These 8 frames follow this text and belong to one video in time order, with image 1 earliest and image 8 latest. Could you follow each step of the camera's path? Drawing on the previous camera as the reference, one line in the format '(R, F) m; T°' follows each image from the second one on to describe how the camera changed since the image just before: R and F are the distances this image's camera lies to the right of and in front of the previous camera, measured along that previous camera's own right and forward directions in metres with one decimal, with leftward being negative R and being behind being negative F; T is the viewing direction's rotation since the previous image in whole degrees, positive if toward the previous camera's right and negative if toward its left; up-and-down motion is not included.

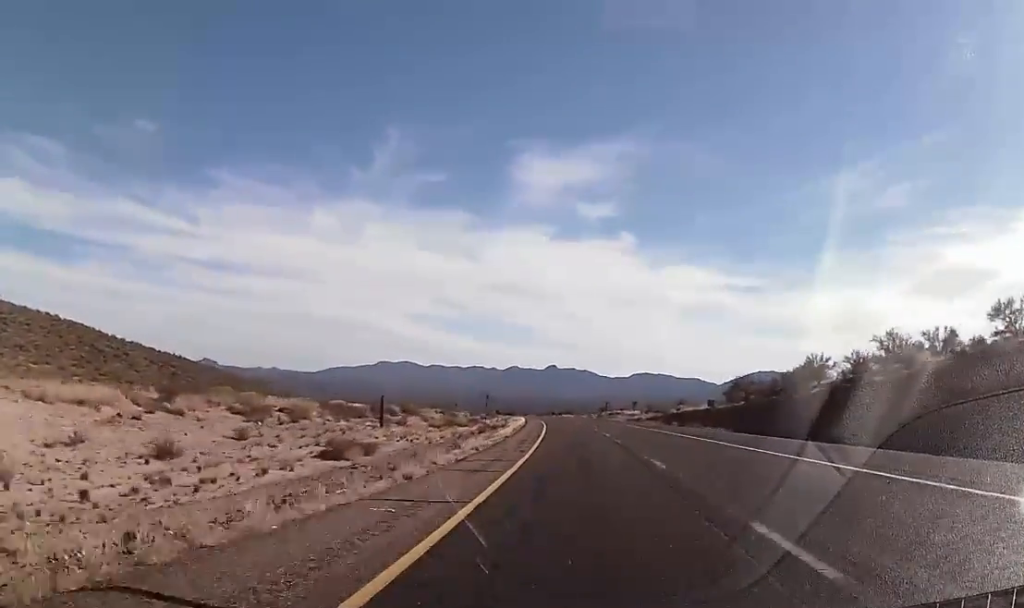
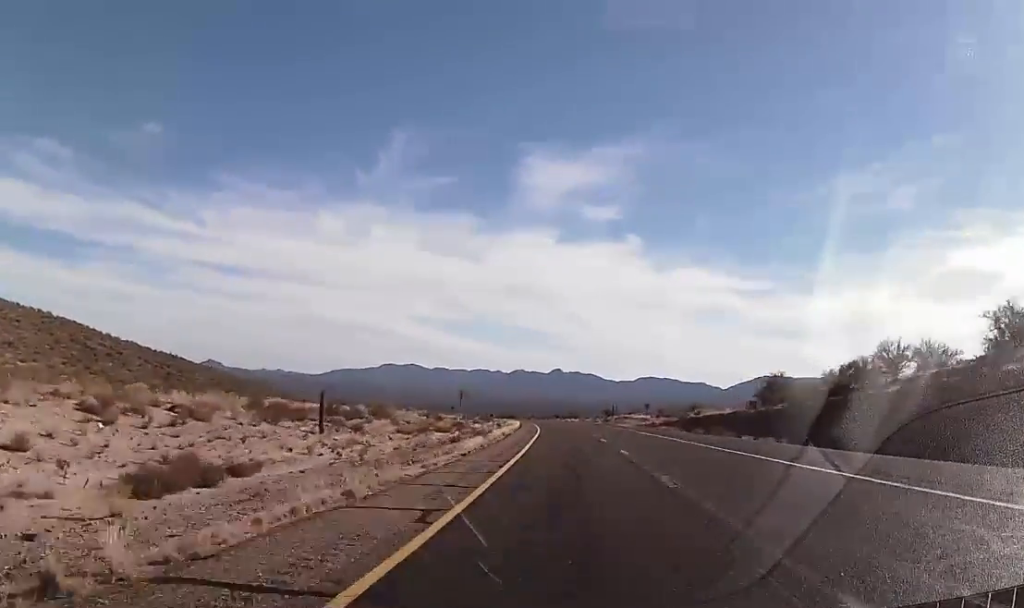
(-0.1, +16.0) m; 0°
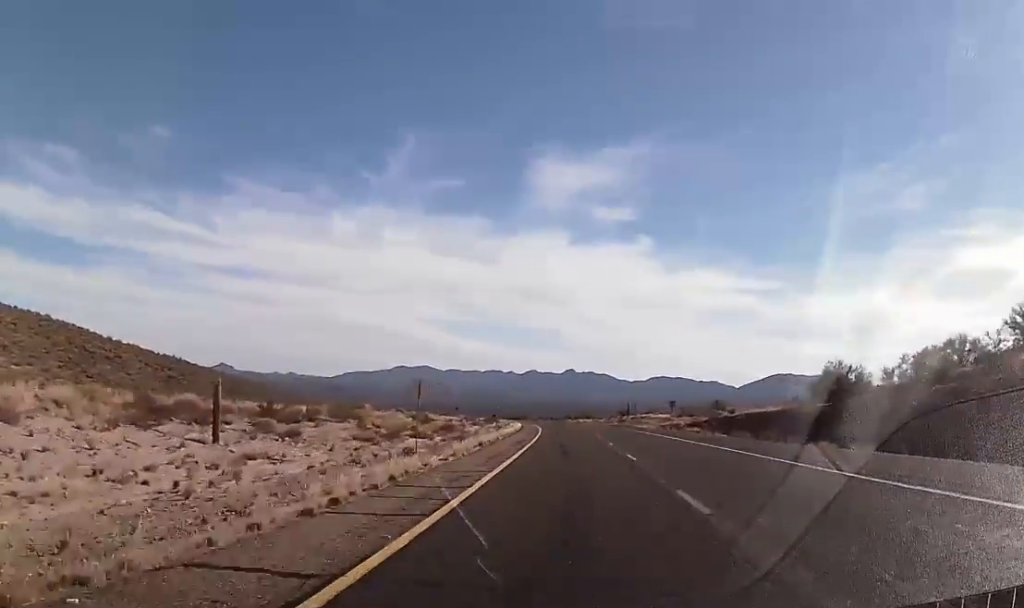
(+0.2, +16.0) m; 0°
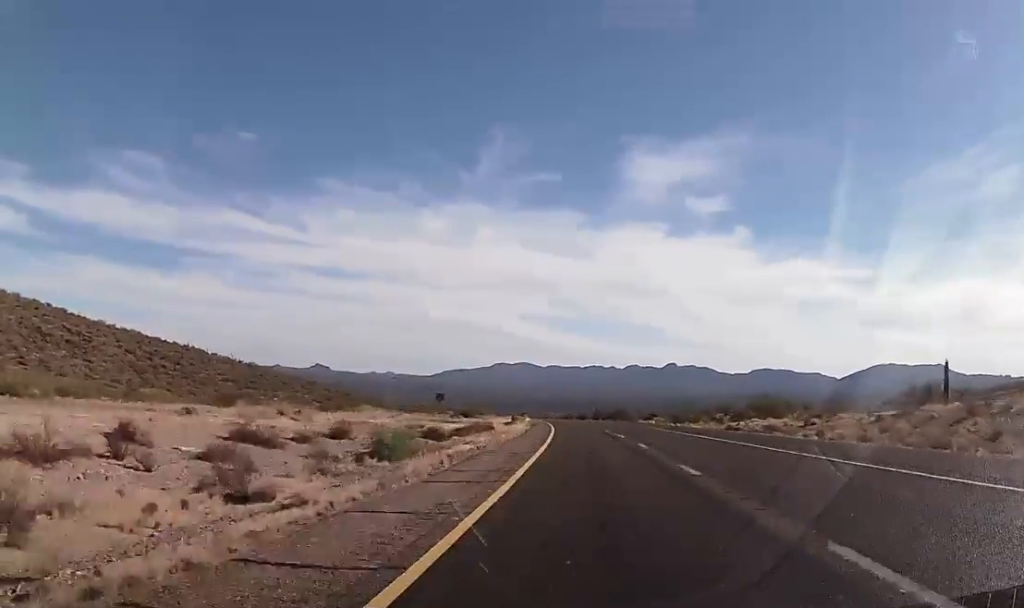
(-8.6, +137.7) m; -8°
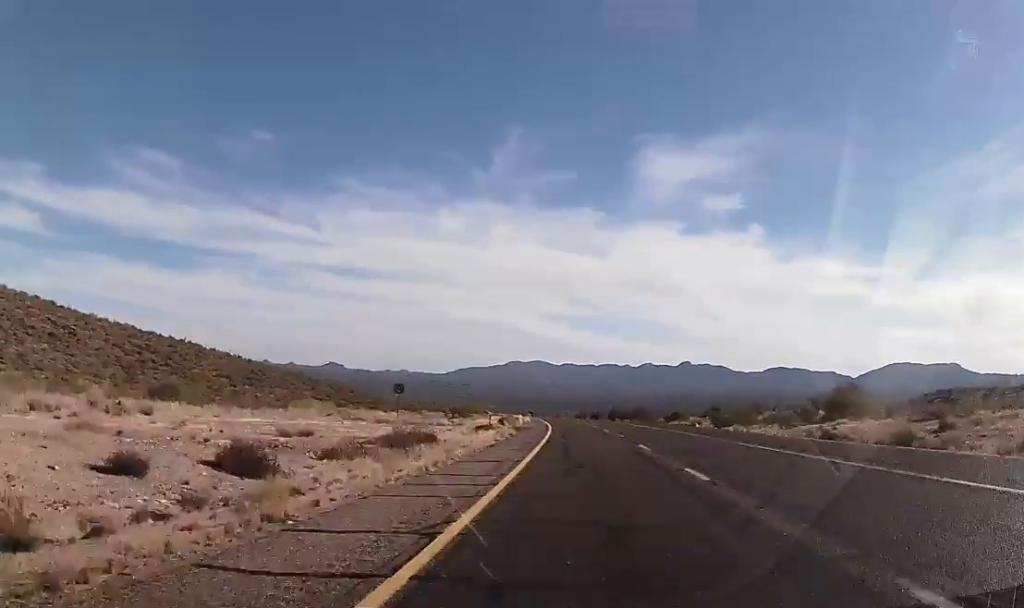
(-0.2, +25.9) m; -1°
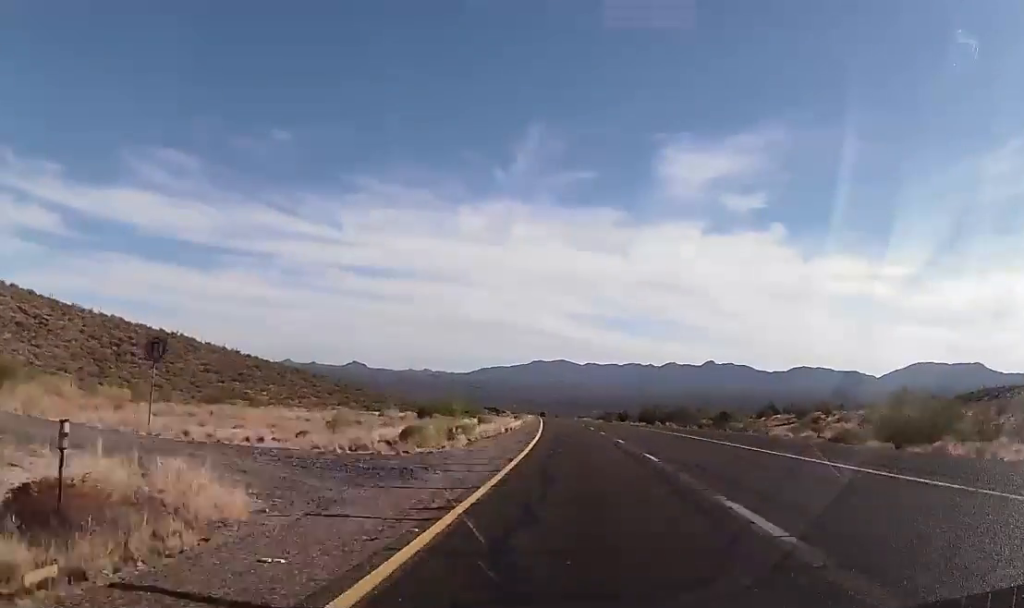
(-0.3, +42.8) m; -2°
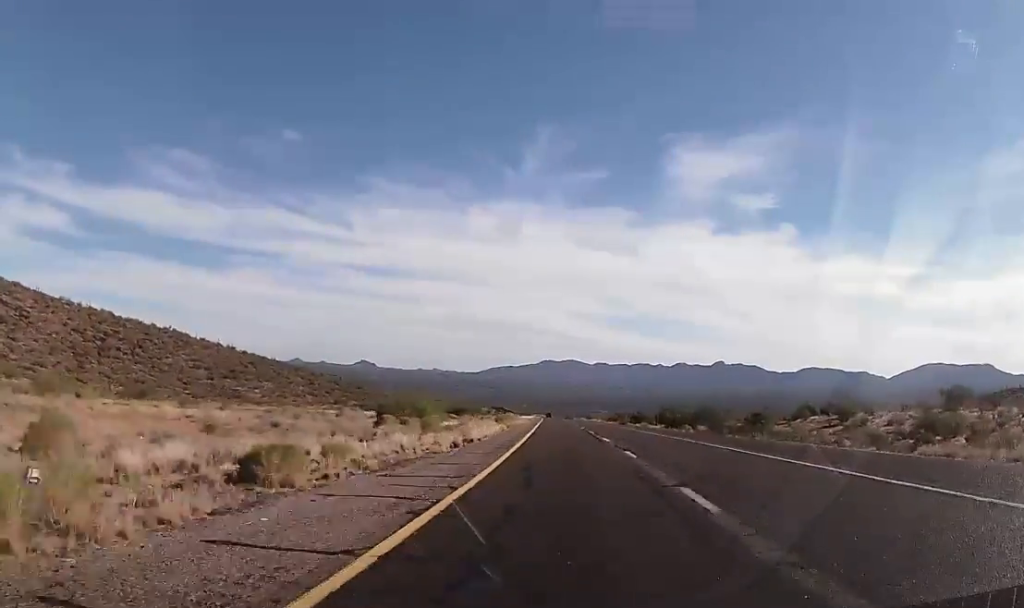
(-0.5, +21.9) m; -1°
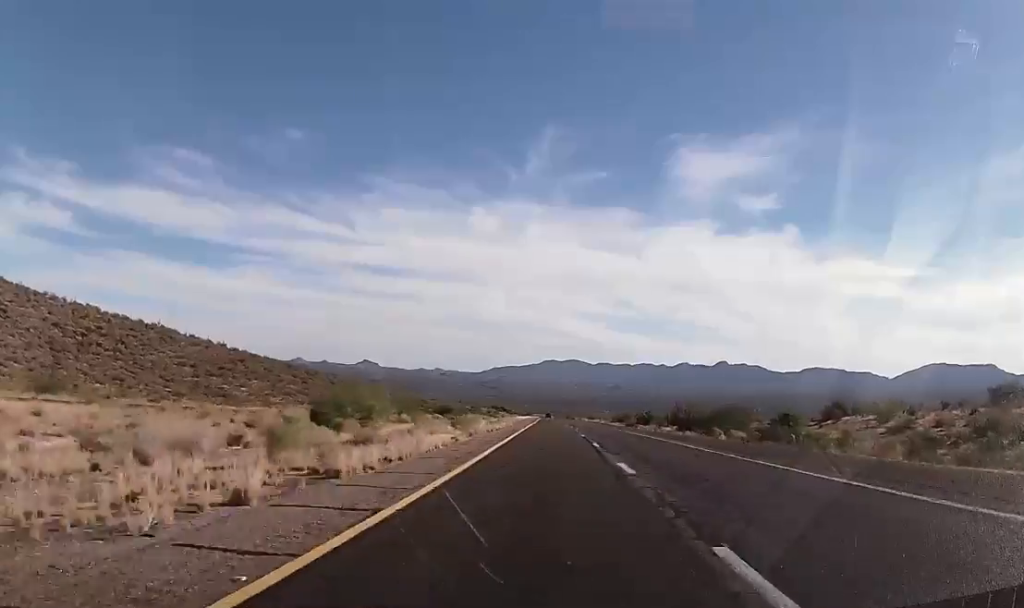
(-0.2, +17.9) m; -1°
